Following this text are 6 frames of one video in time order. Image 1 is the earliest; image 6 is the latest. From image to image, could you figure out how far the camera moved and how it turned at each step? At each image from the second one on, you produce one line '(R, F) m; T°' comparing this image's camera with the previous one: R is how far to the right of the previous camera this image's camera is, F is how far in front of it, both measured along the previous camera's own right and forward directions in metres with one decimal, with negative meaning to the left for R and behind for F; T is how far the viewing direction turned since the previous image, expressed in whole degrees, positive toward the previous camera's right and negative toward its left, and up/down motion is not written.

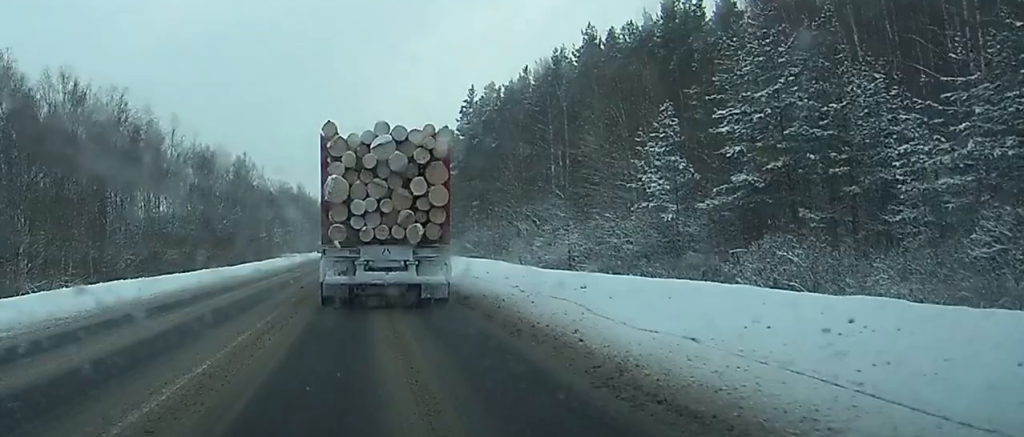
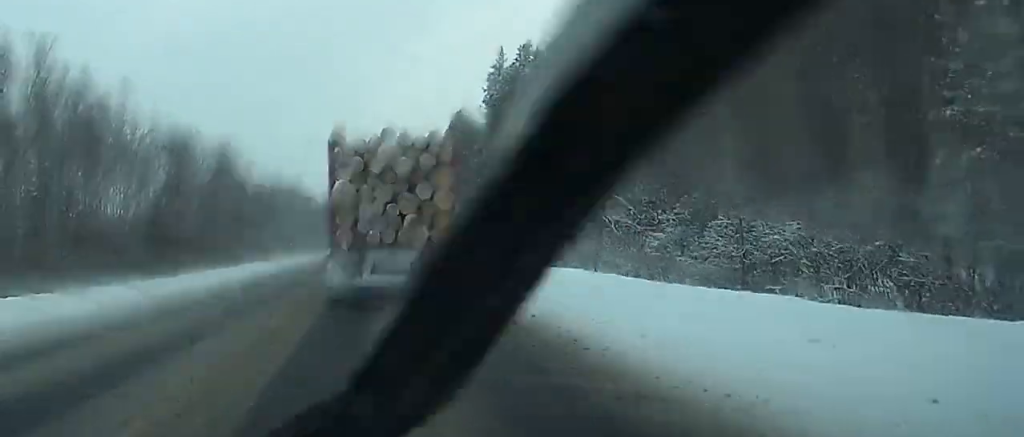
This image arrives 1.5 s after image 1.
(0.0, +25.1) m; 0°
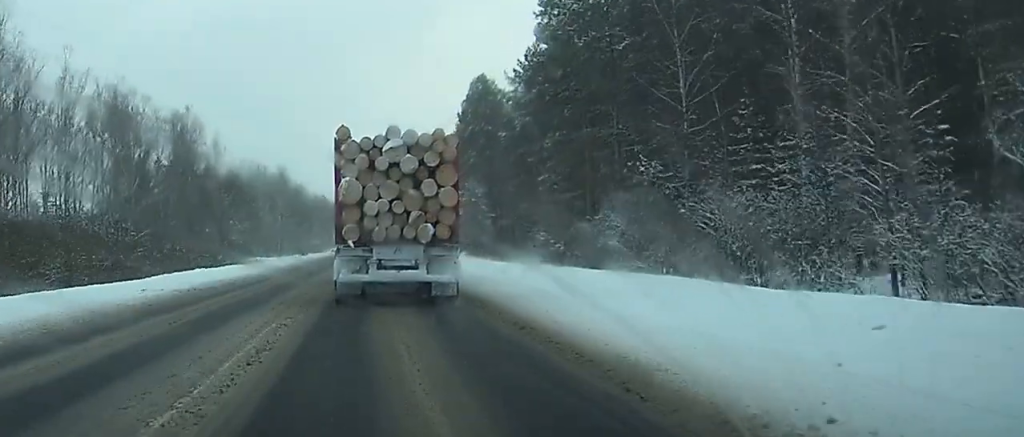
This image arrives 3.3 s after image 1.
(+0.2, +32.3) m; +1°
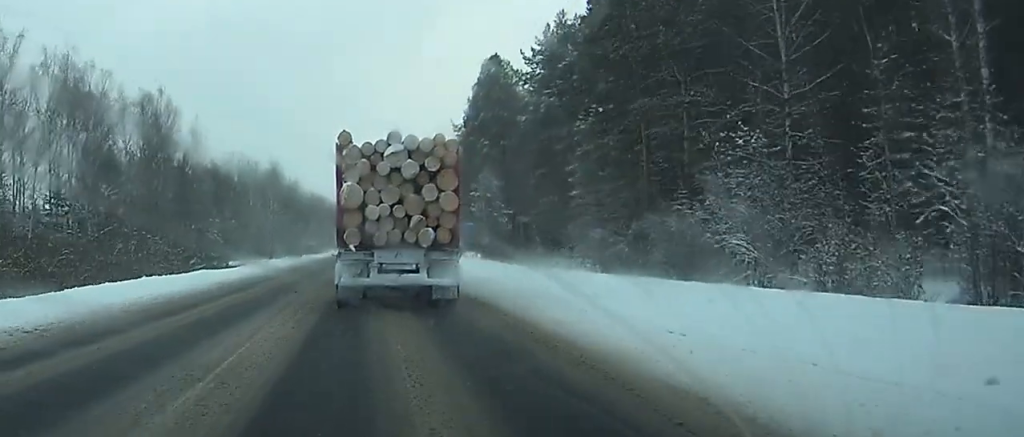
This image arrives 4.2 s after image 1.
(0.0, +14.5) m; 0°
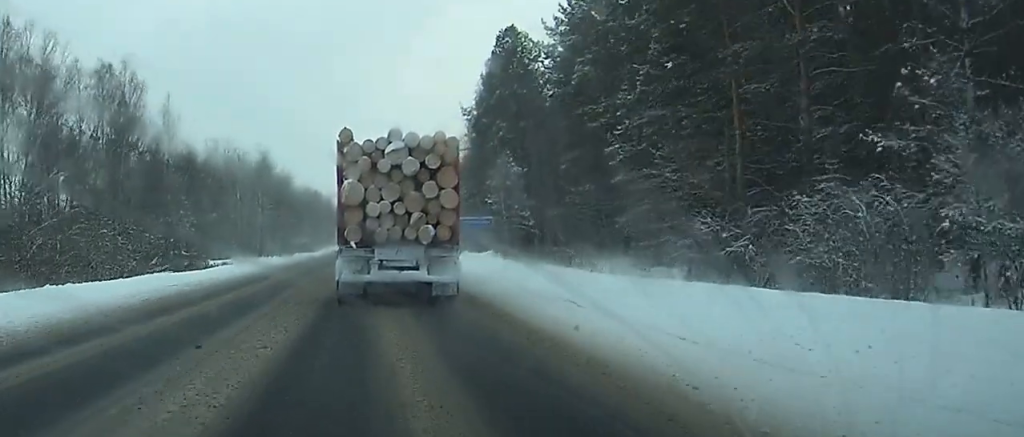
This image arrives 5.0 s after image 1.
(0.0, +14.5) m; 0°
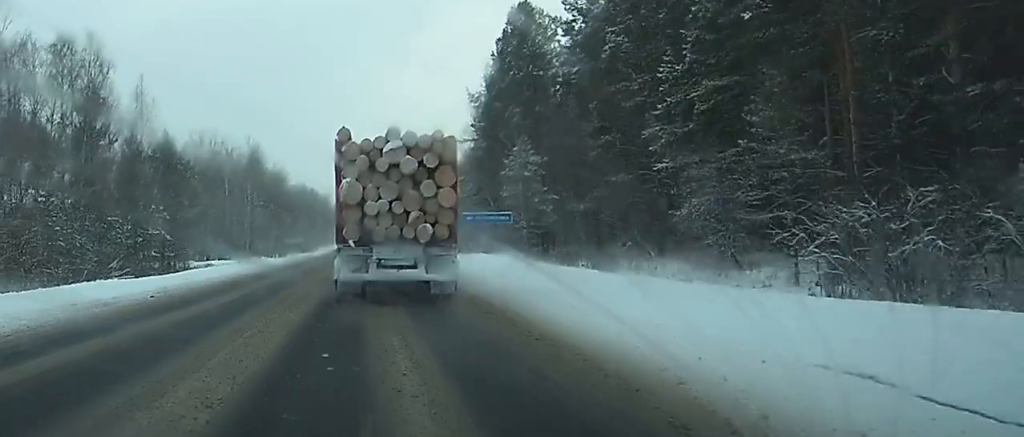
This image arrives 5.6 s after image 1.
(0.0, +10.4) m; 0°
